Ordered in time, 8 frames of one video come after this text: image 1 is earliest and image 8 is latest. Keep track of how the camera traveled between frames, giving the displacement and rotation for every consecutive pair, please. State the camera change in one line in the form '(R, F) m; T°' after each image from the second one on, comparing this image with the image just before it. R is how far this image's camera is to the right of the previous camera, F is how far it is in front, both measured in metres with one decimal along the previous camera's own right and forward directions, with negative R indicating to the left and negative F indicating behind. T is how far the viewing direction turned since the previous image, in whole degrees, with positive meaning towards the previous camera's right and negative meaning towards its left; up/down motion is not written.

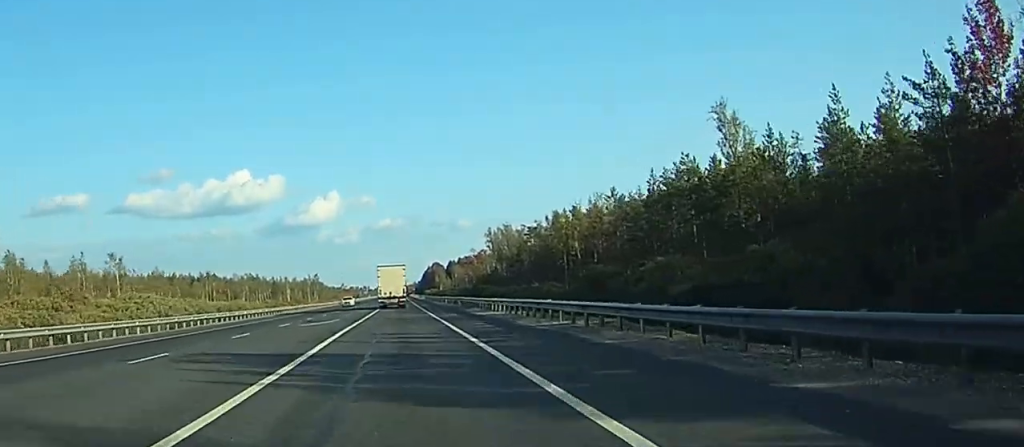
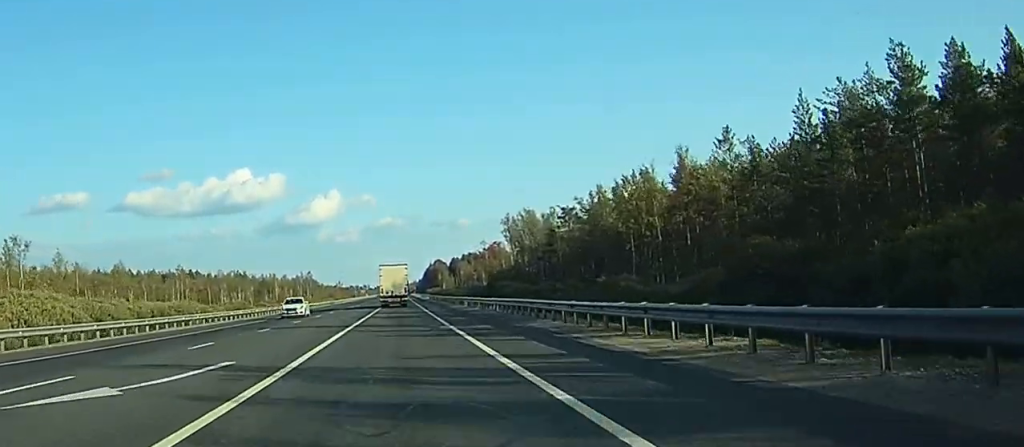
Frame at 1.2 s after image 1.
(0.0, +30.5) m; 0°
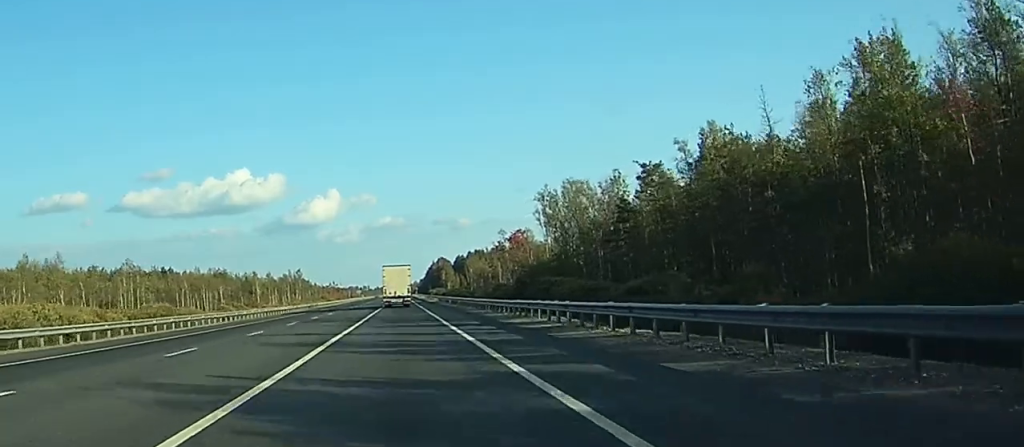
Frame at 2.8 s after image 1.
(0.0, +38.6) m; 0°
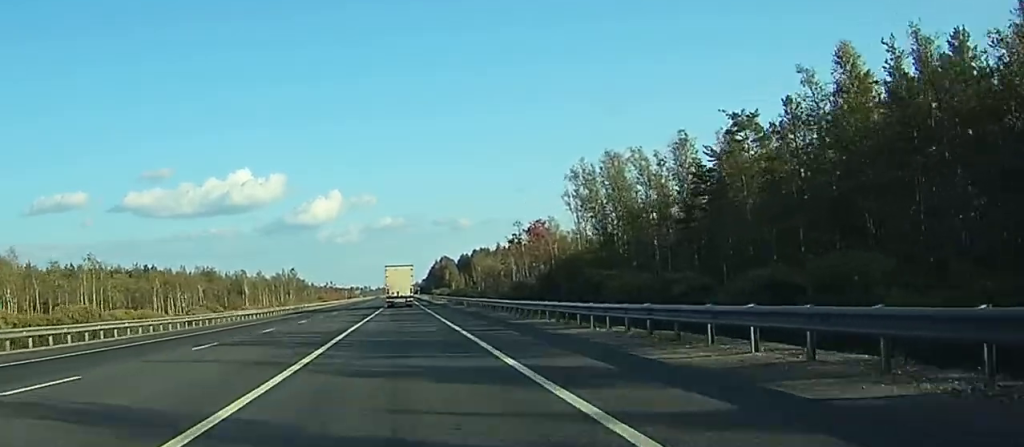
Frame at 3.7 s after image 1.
(0.0, +21.2) m; 0°
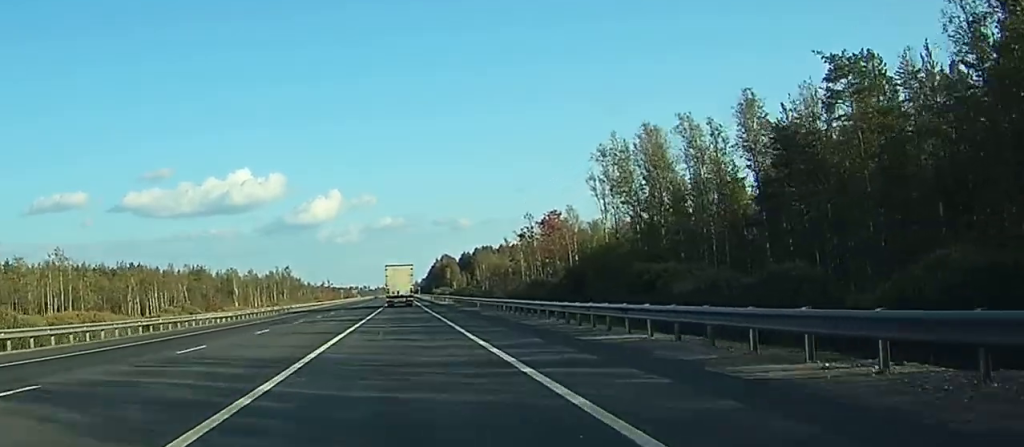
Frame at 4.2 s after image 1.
(0.0, +13.8) m; 0°
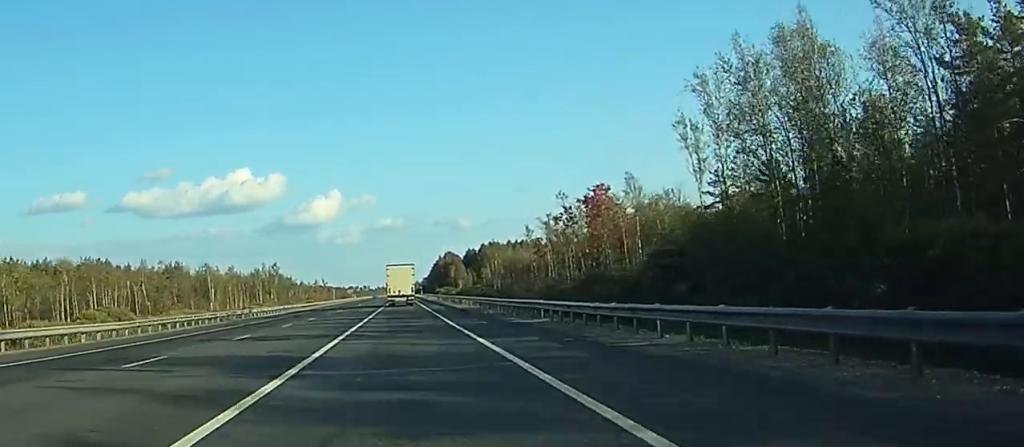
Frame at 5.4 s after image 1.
(-0.1, +28.4) m; 0°
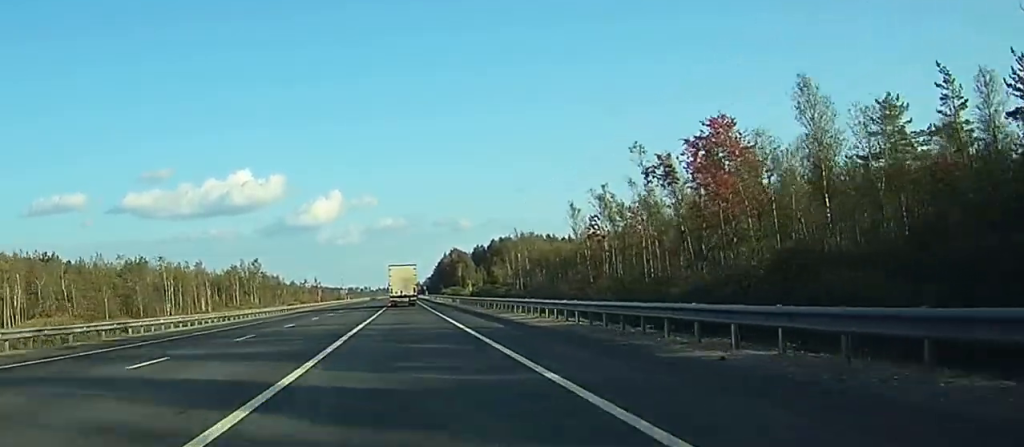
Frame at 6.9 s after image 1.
(+0.1, +35.7) m; 0°
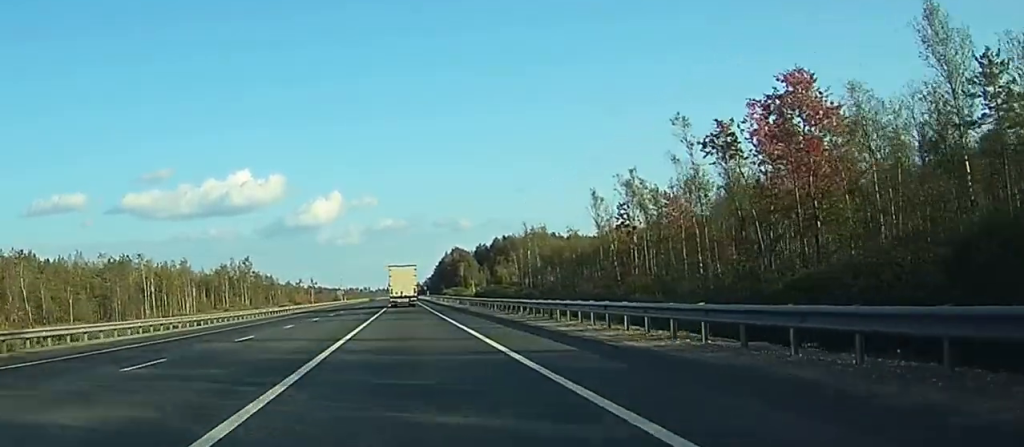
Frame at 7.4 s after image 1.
(0.0, +12.3) m; 0°
